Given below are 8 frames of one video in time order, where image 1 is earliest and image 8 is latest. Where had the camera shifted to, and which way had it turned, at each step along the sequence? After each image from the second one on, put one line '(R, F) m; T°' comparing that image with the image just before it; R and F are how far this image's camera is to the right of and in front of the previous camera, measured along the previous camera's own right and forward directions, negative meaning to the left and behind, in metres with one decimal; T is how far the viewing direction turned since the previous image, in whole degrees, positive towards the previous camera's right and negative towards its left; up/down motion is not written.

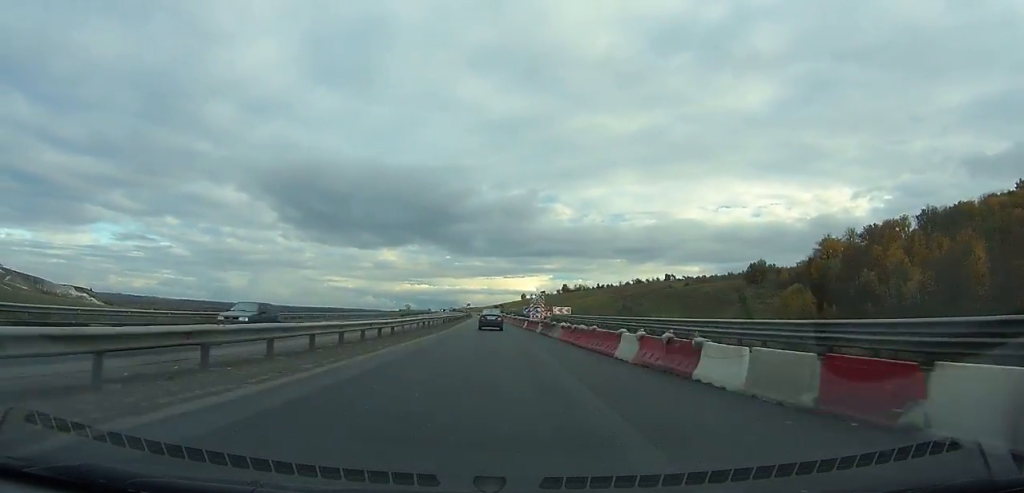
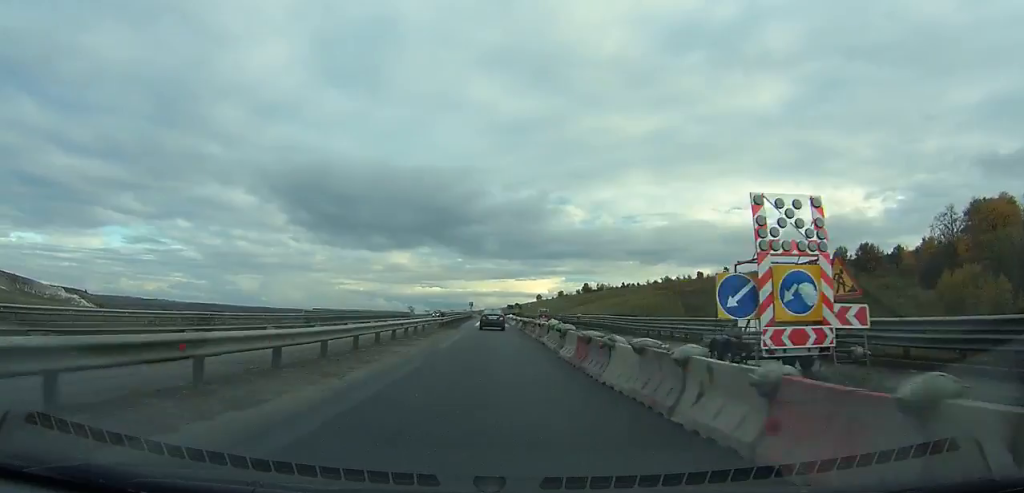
(-0.6, +60.7) m; -1°
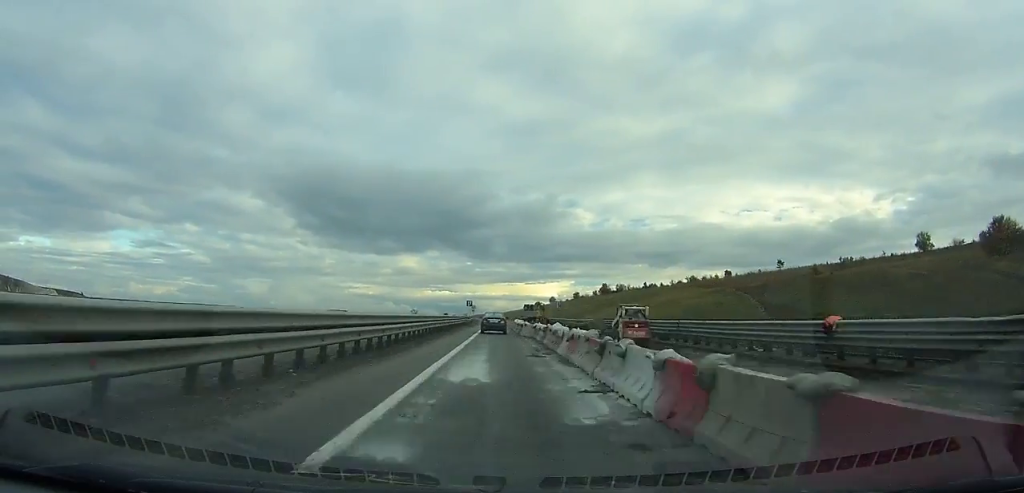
(-0.2, +44.4) m; -1°
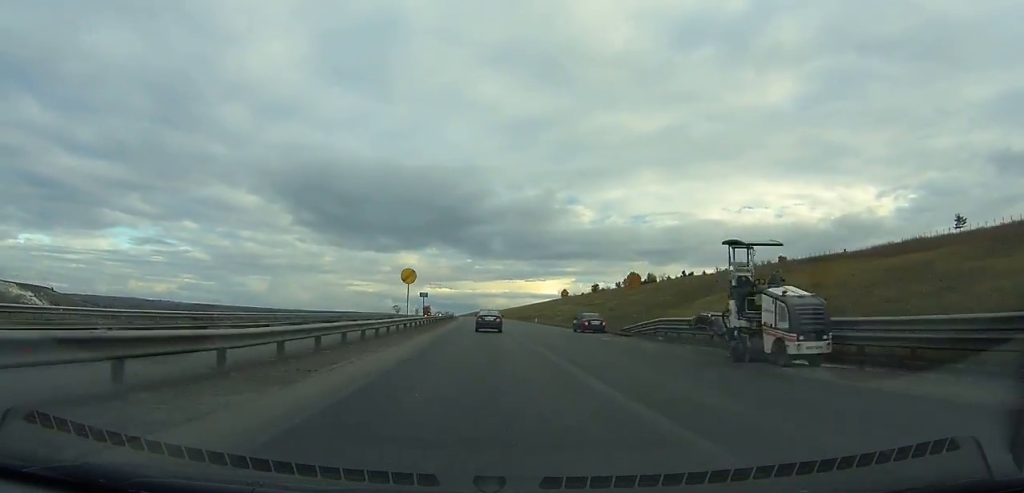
(-1.2, +95.7) m; -1°
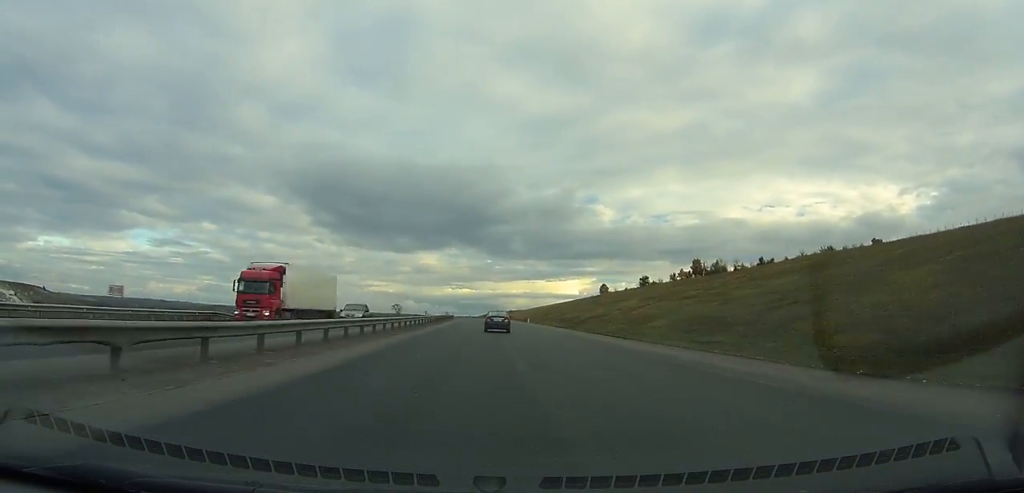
(-0.8, +84.3) m; -1°
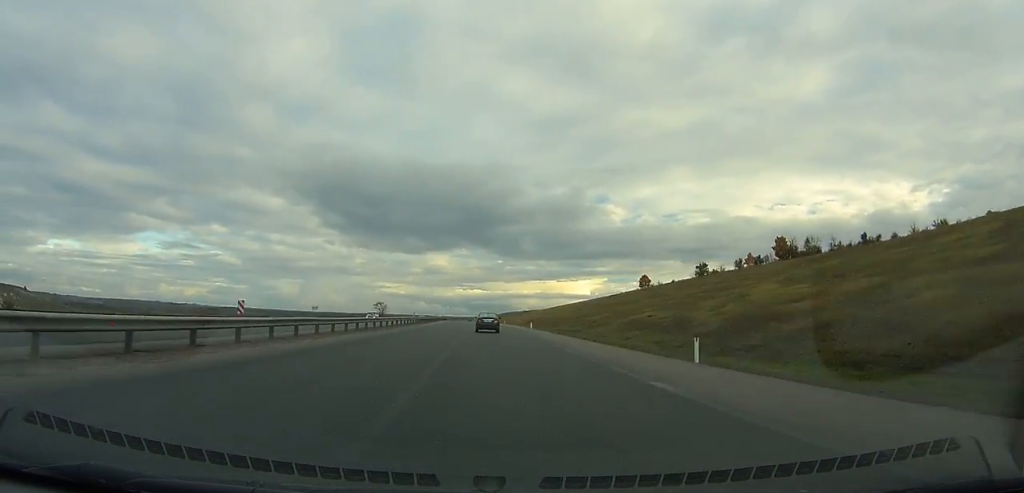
(-1.0, +79.7) m; -1°
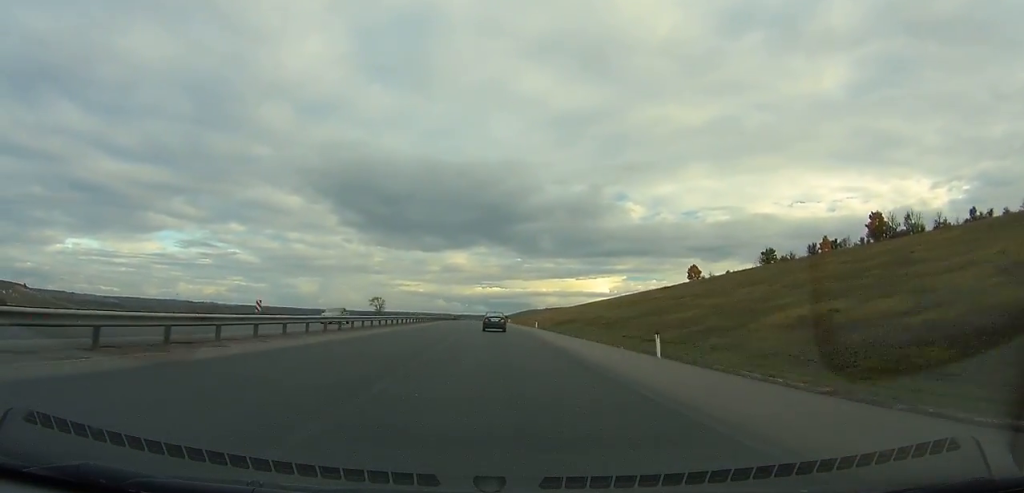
(+0.1, +47.4) m; -1°
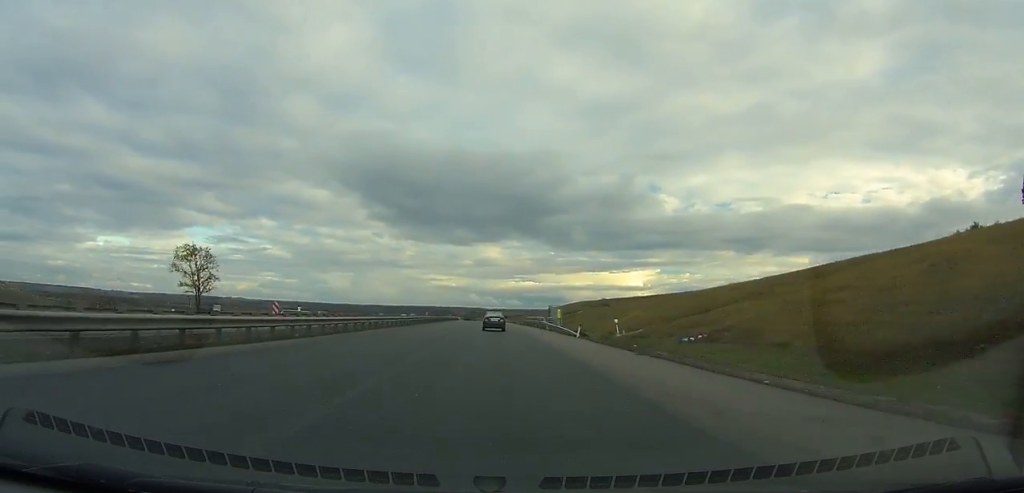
(-6.3, +160.5) m; -4°
